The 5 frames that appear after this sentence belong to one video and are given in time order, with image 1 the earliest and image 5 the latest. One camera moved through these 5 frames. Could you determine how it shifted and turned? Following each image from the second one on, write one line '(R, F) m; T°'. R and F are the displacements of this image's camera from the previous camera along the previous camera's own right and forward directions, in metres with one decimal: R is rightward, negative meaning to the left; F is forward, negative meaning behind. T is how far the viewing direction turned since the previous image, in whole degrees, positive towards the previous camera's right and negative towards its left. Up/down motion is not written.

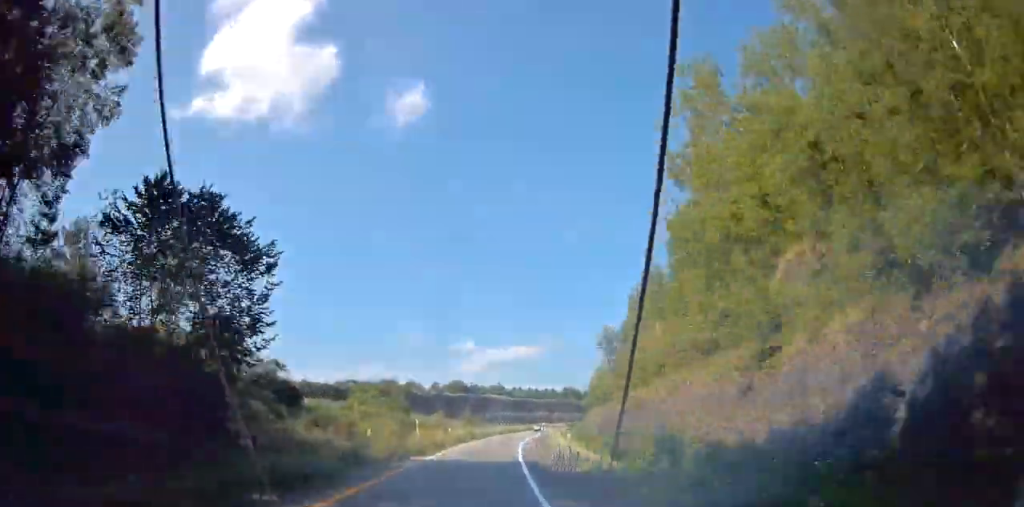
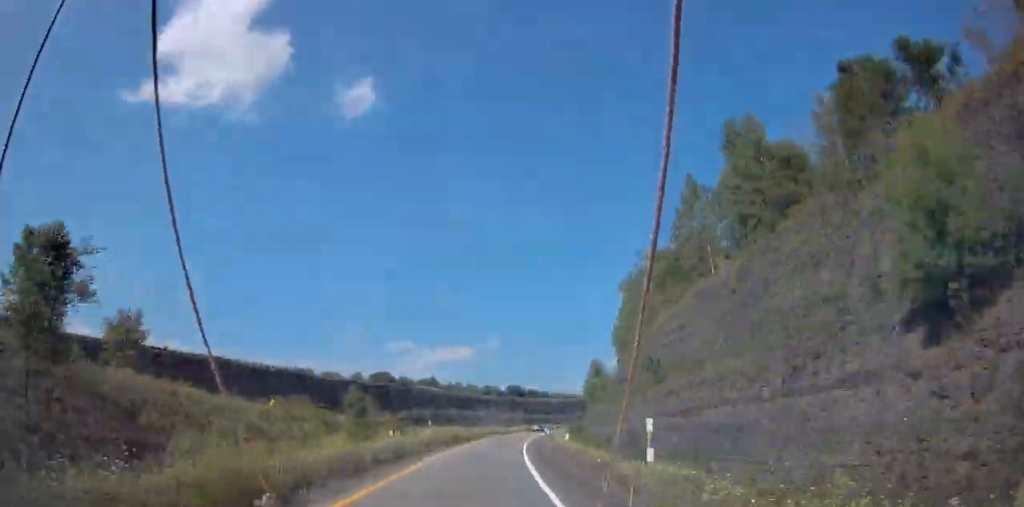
(+0.4, +57.1) m; +5°
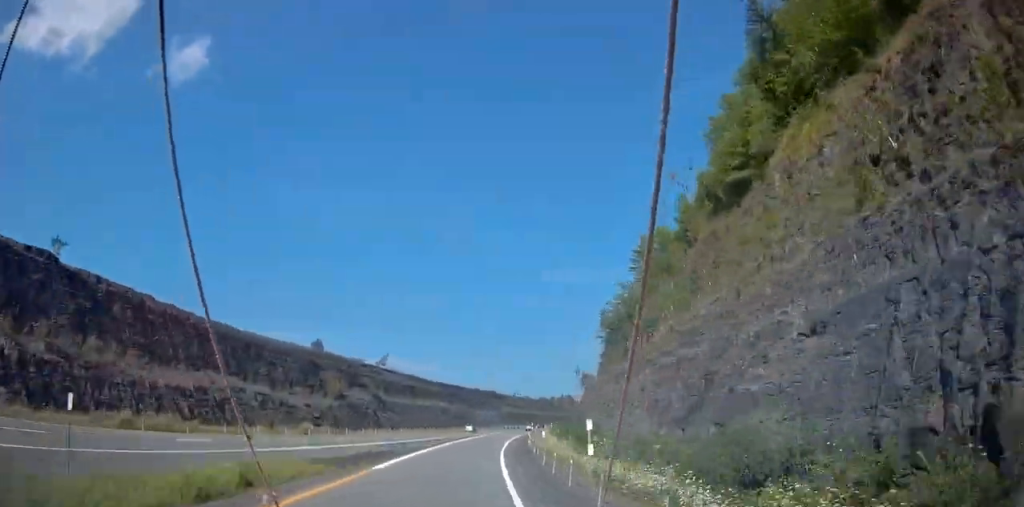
(+39.3, +183.6) m; +22°
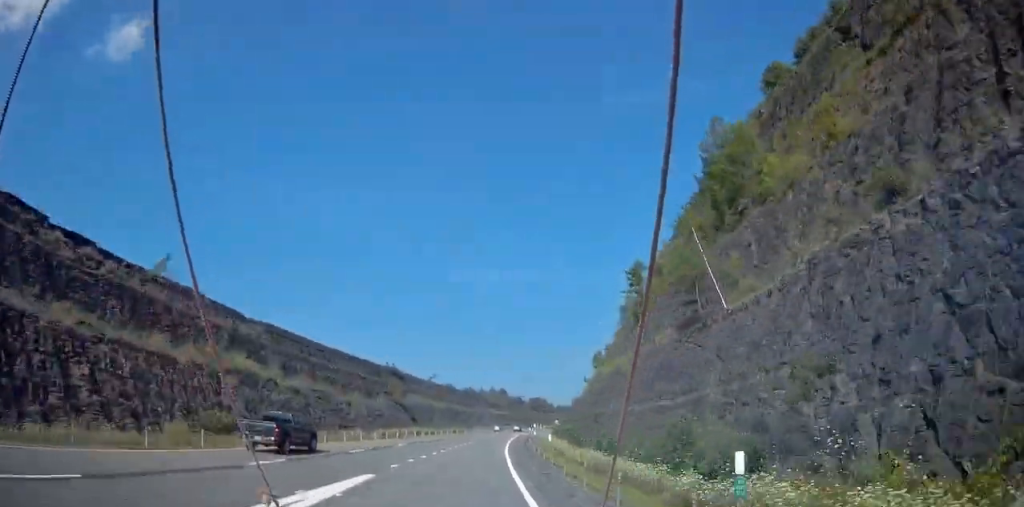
(+6.9, +84.9) m; +8°
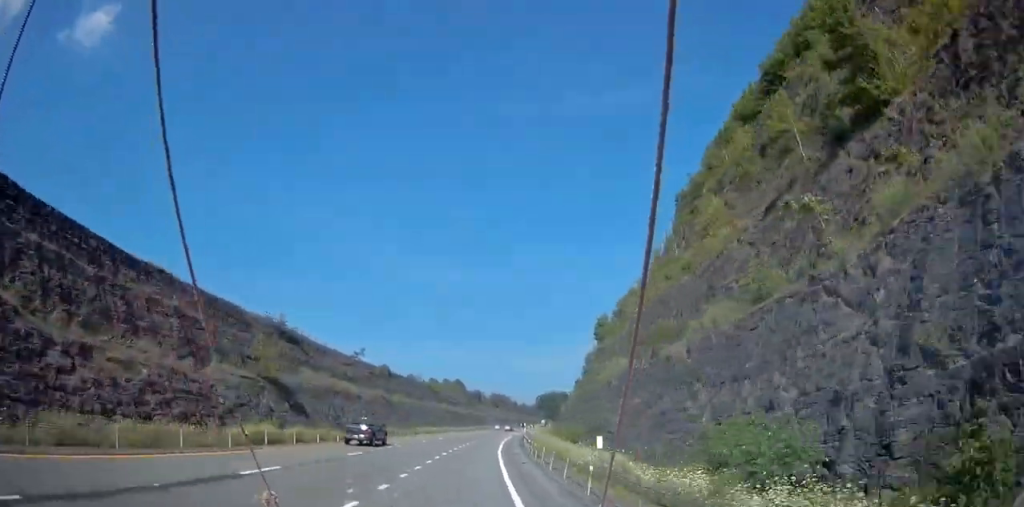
(+1.6, +48.1) m; +1°
